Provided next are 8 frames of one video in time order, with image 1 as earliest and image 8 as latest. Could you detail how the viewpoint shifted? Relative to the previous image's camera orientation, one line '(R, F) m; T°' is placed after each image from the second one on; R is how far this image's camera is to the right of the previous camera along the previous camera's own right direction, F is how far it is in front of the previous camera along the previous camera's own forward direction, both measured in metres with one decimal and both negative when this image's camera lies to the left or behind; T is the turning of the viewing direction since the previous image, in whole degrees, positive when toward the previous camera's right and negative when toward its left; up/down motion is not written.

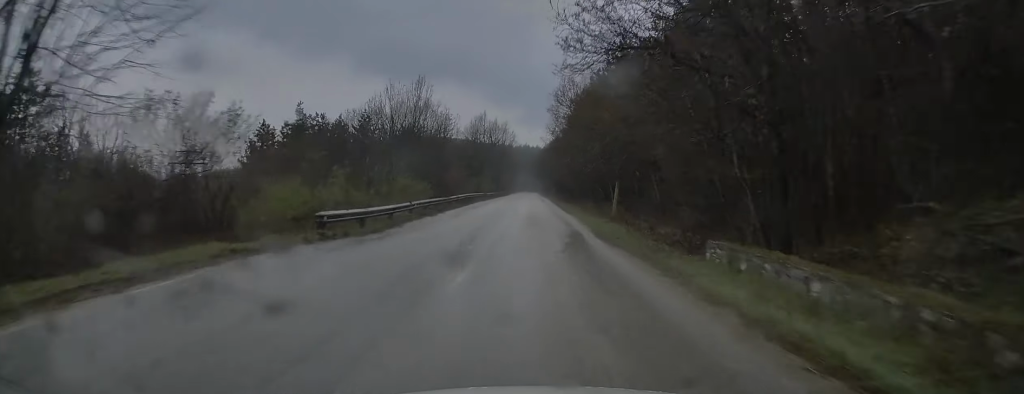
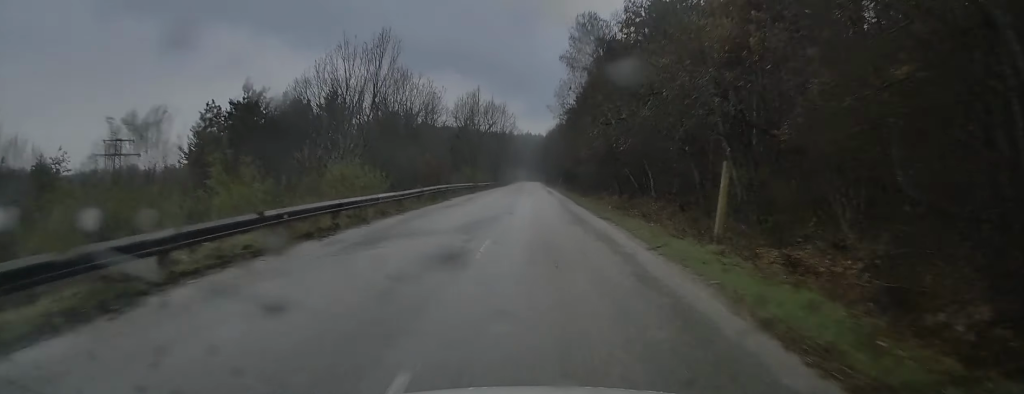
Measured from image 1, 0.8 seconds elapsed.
(0.0, +14.3) m; 0°
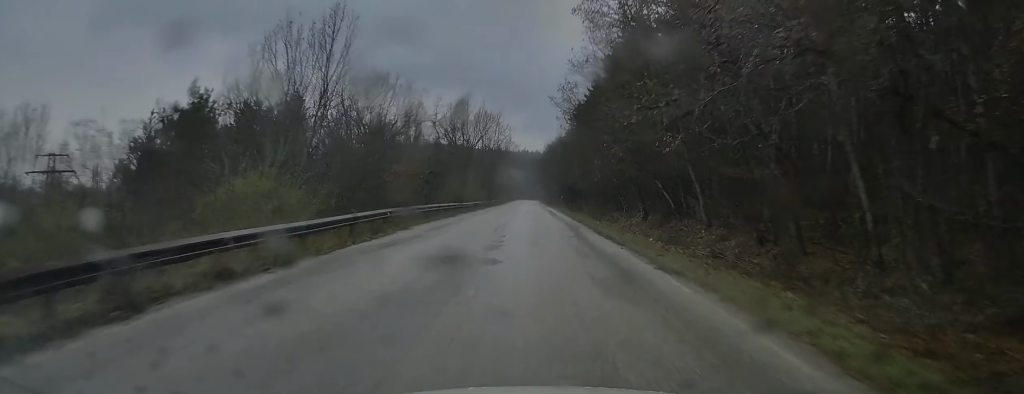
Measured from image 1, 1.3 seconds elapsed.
(+0.1, +10.3) m; 0°
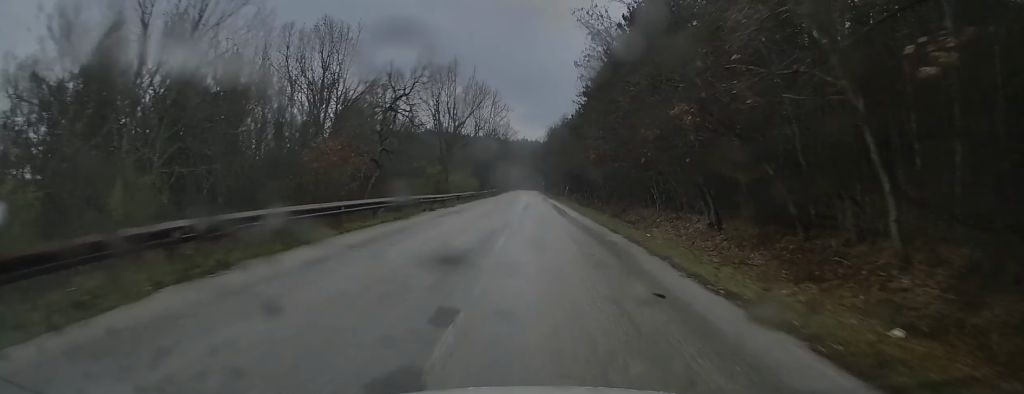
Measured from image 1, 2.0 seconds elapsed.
(0.0, +13.4) m; 0°
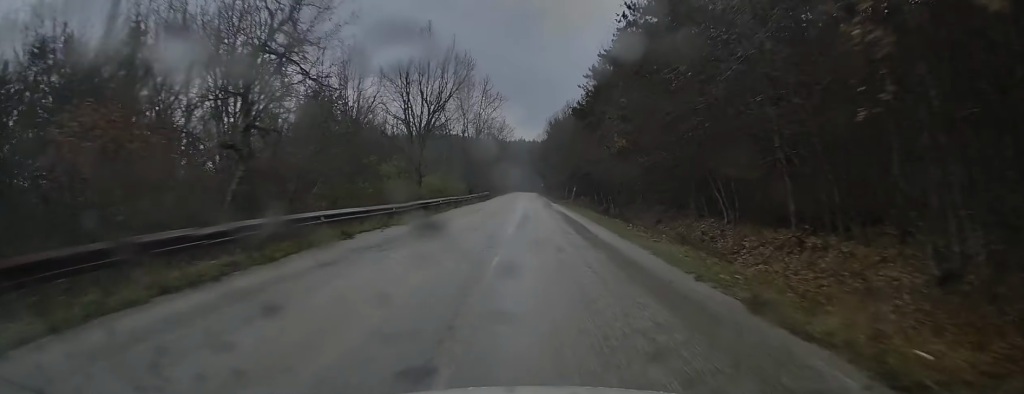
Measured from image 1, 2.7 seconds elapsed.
(0.0, +13.2) m; 0°
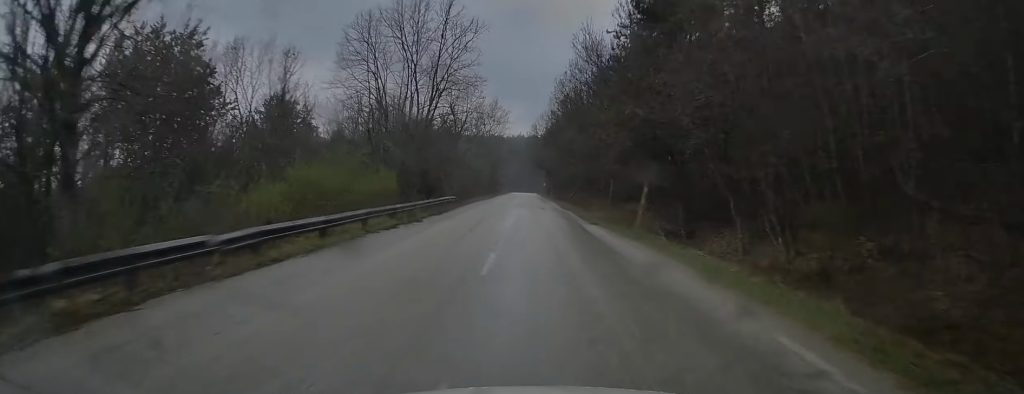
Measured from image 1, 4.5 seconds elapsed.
(0.0, +35.0) m; -1°
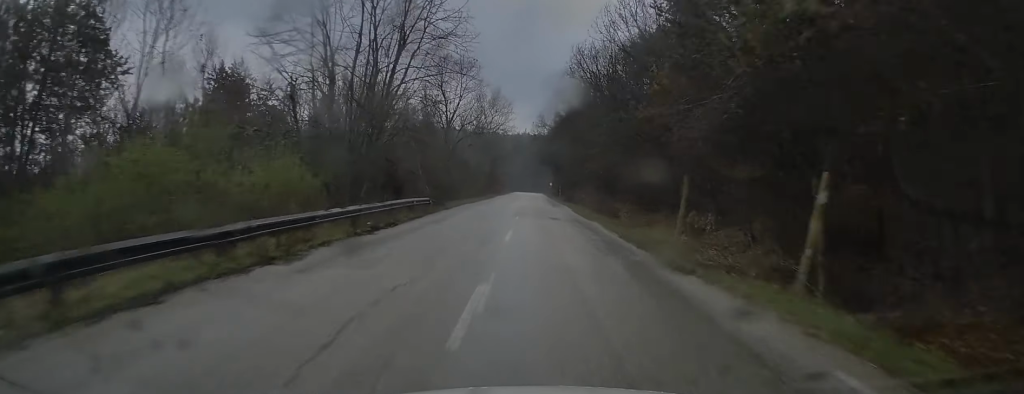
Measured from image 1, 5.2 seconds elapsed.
(-0.1, +13.4) m; 0°
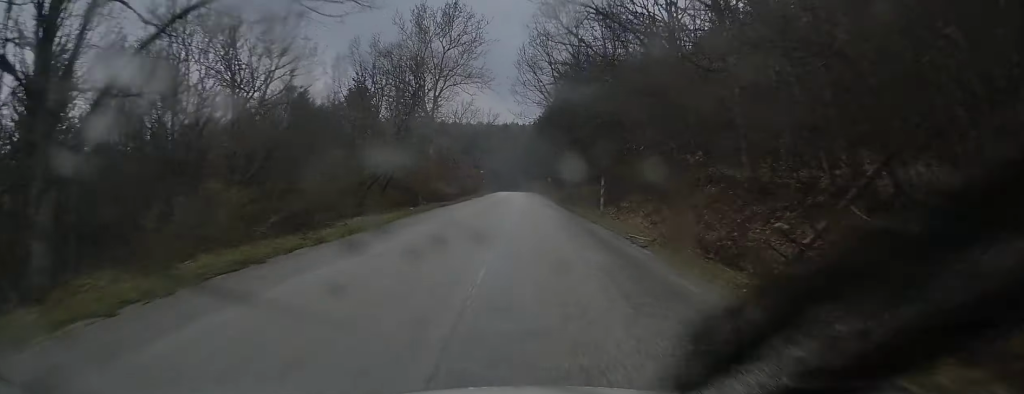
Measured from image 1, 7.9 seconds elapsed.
(-0.2, +51.8) m; 0°
